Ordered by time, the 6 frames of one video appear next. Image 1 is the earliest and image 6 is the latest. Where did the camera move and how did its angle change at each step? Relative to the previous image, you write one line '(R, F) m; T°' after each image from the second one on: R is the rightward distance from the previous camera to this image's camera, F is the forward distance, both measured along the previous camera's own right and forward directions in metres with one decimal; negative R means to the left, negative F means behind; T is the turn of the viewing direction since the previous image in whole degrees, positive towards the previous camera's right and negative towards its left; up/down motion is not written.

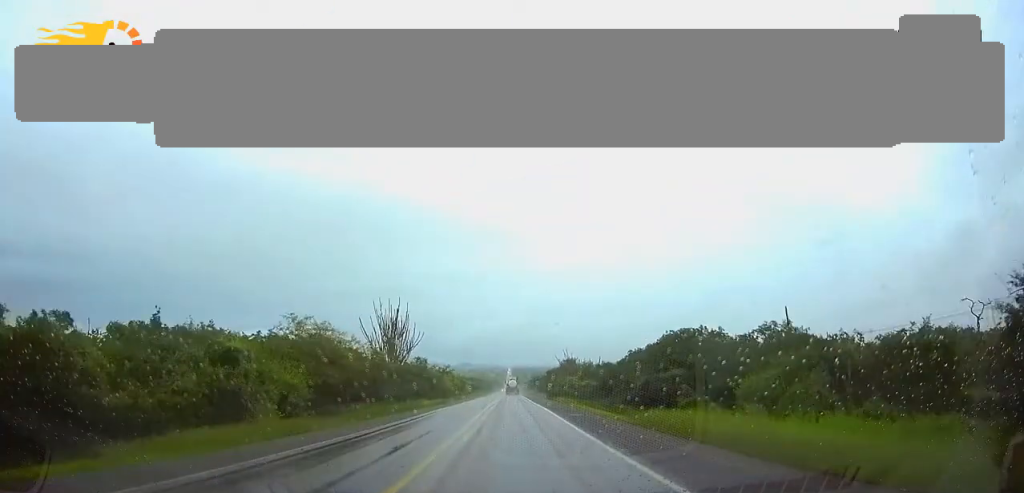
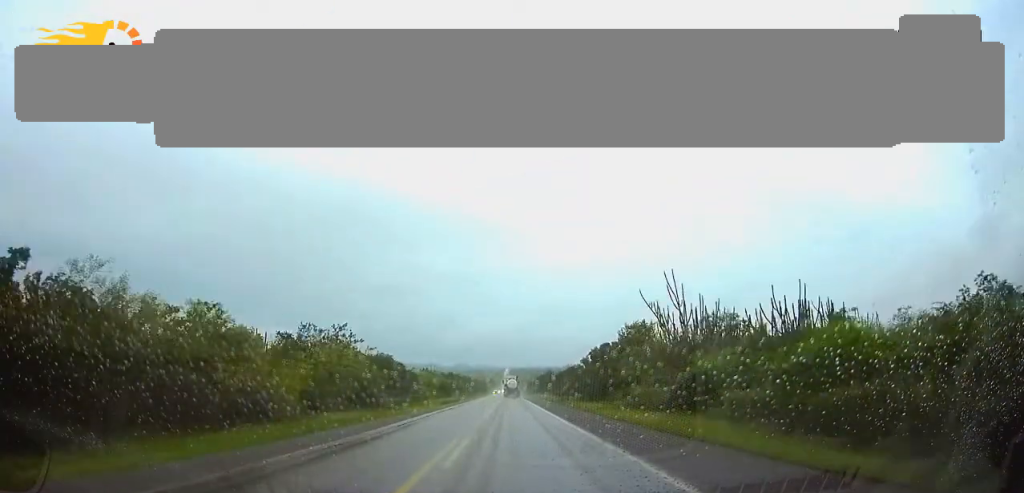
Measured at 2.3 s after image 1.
(0.0, +76.9) m; 0°
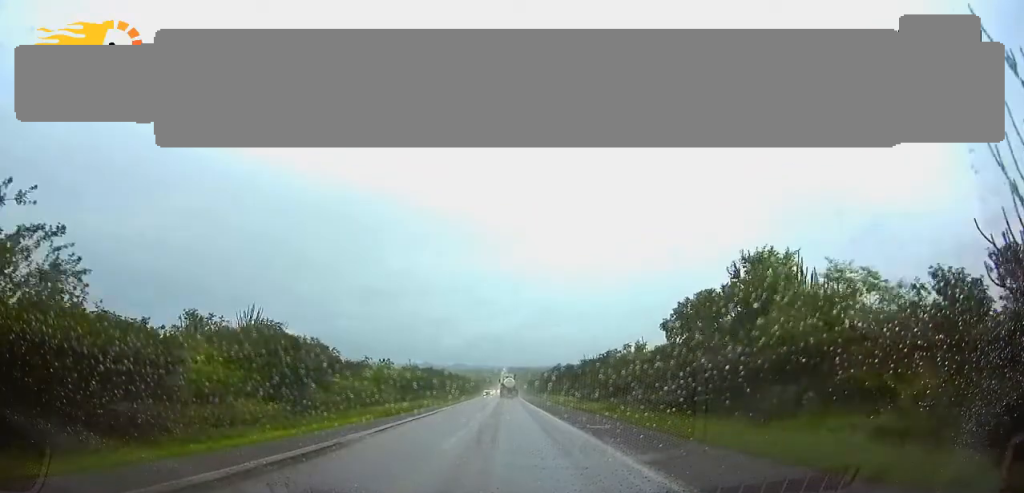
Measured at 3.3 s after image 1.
(+0.1, +32.9) m; 0°
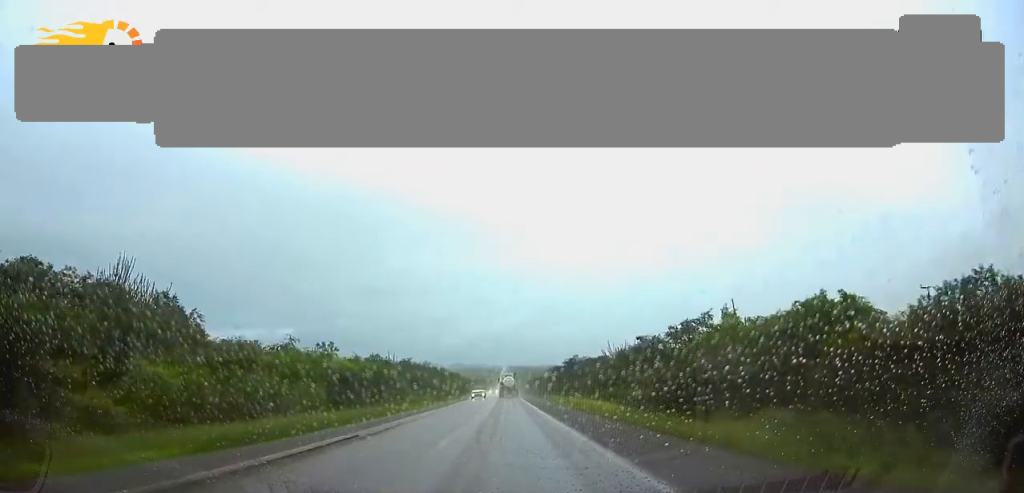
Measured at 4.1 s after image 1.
(0.0, +25.2) m; 0°
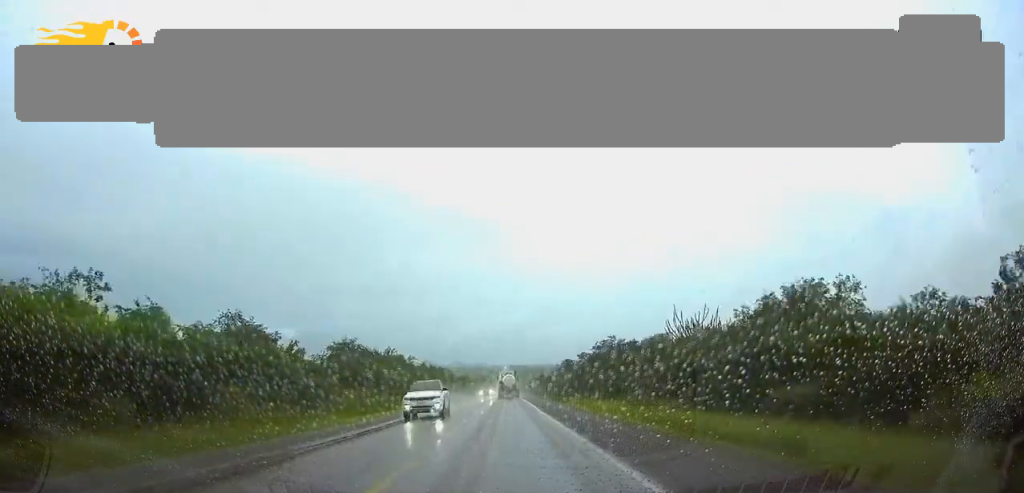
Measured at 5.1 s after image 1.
(0.0, +31.8) m; 0°
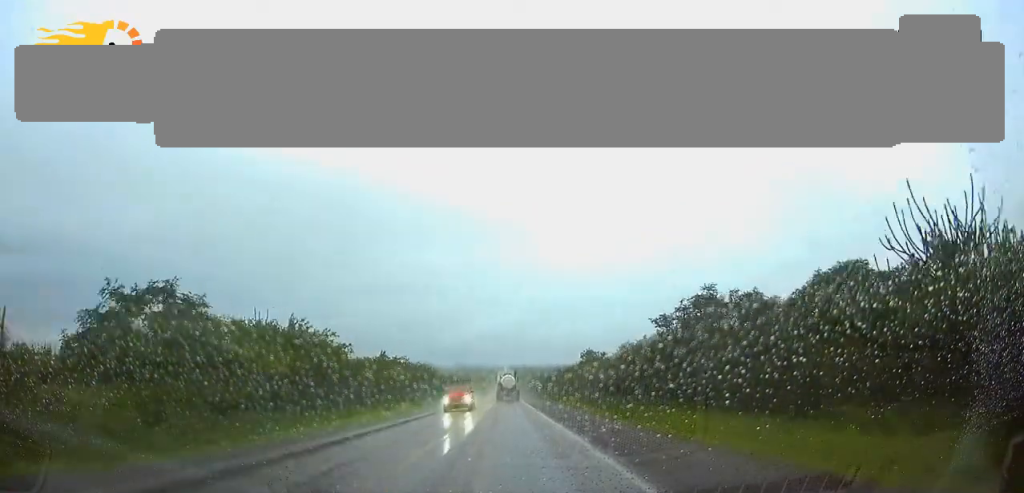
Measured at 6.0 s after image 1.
(0.0, +30.6) m; 0°
